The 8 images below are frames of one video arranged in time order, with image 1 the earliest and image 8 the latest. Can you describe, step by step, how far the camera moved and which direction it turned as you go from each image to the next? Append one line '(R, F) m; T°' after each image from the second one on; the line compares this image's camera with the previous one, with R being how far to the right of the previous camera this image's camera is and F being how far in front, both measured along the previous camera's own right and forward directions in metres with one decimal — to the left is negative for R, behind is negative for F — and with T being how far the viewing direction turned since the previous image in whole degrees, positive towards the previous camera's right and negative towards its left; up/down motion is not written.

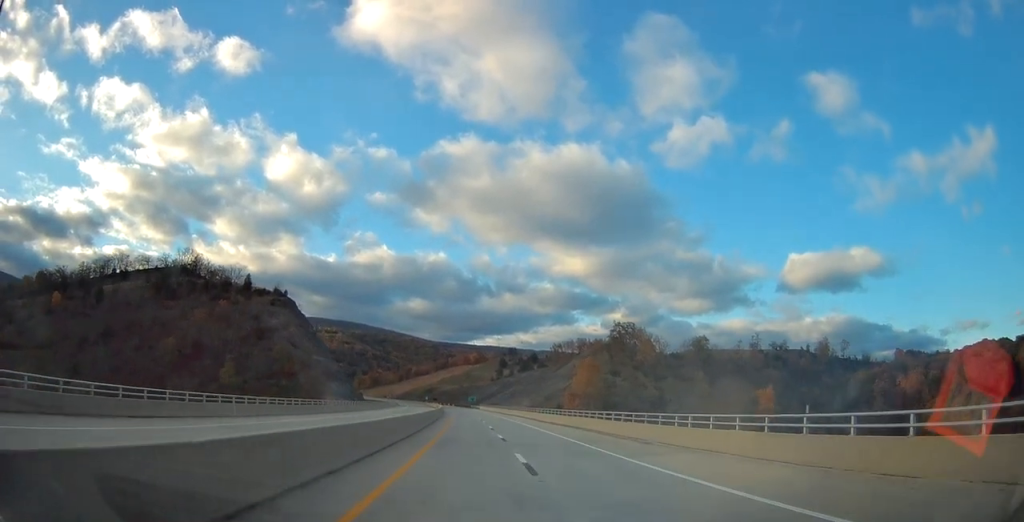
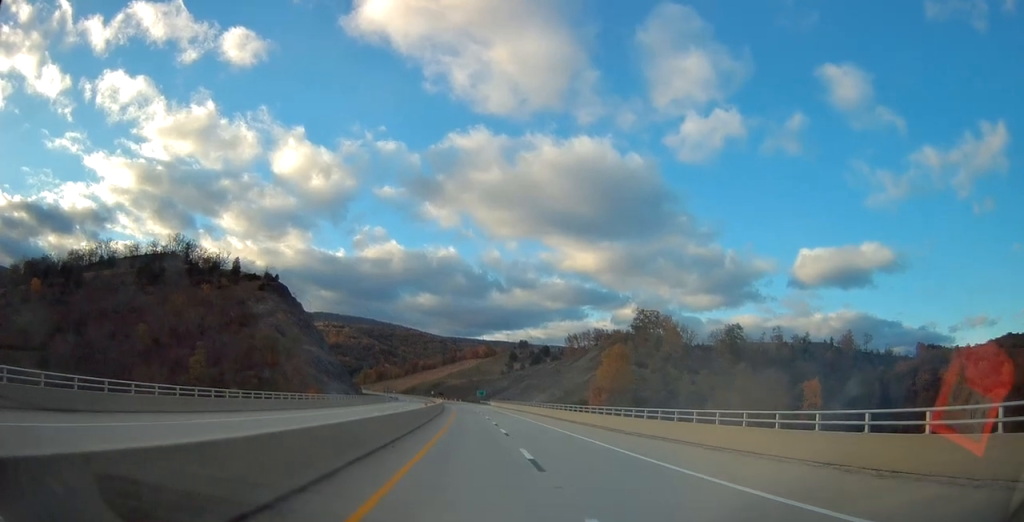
(0.0, +26.1) m; -1°
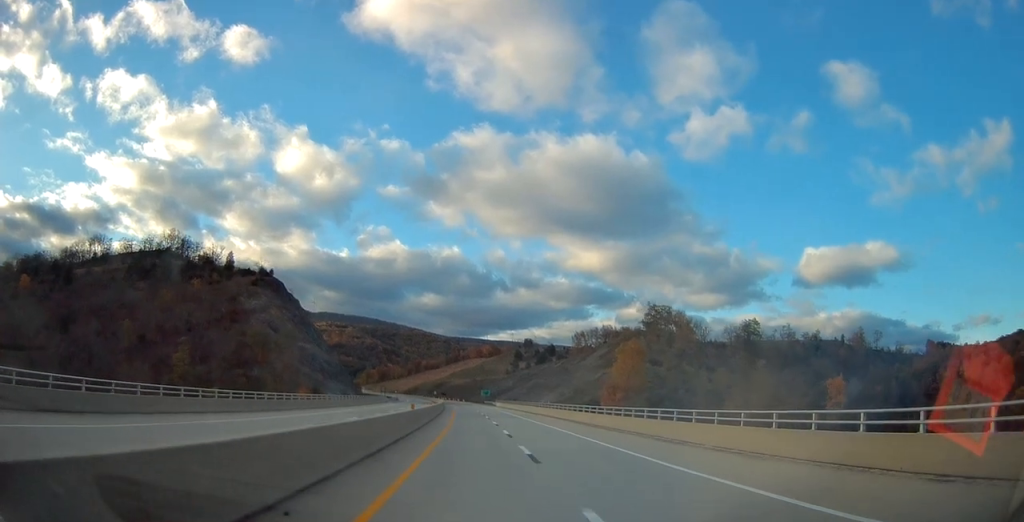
(0.0, +11.8) m; -1°
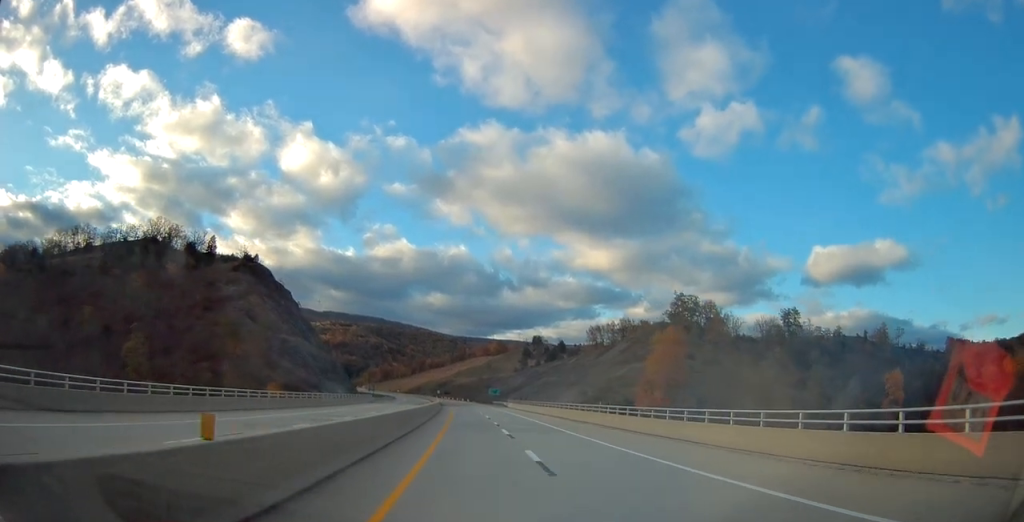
(-0.5, +25.9) m; -1°
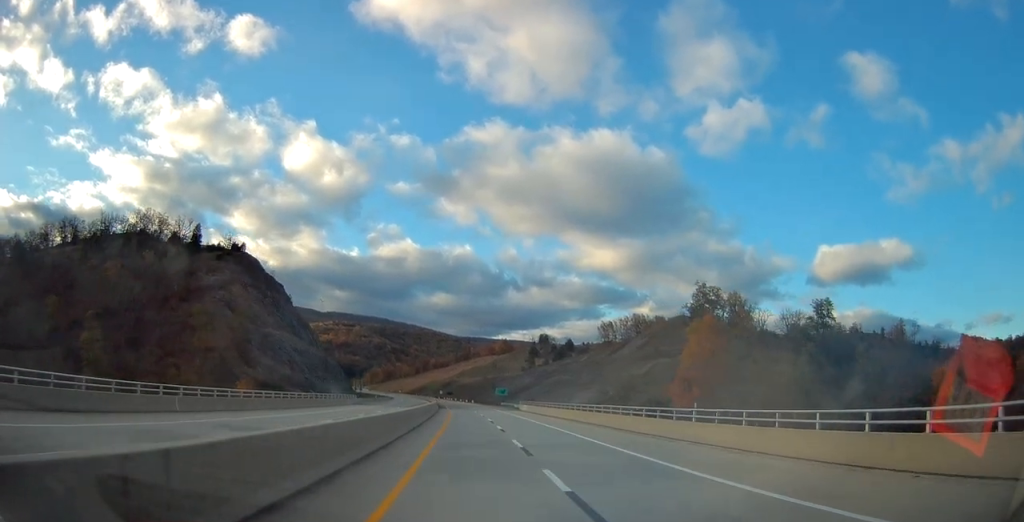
(0.0, +18.2) m; 0°
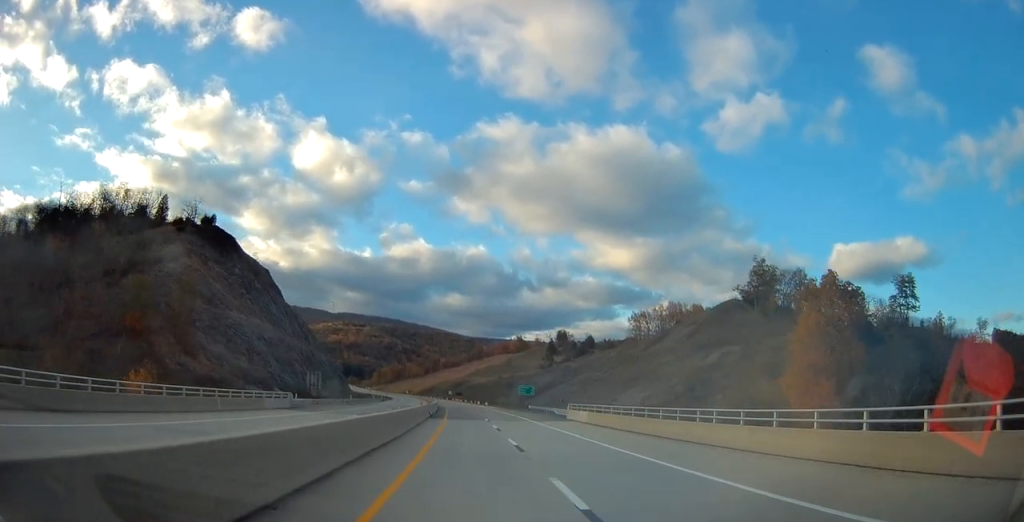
(-0.3, +36.4) m; -1°
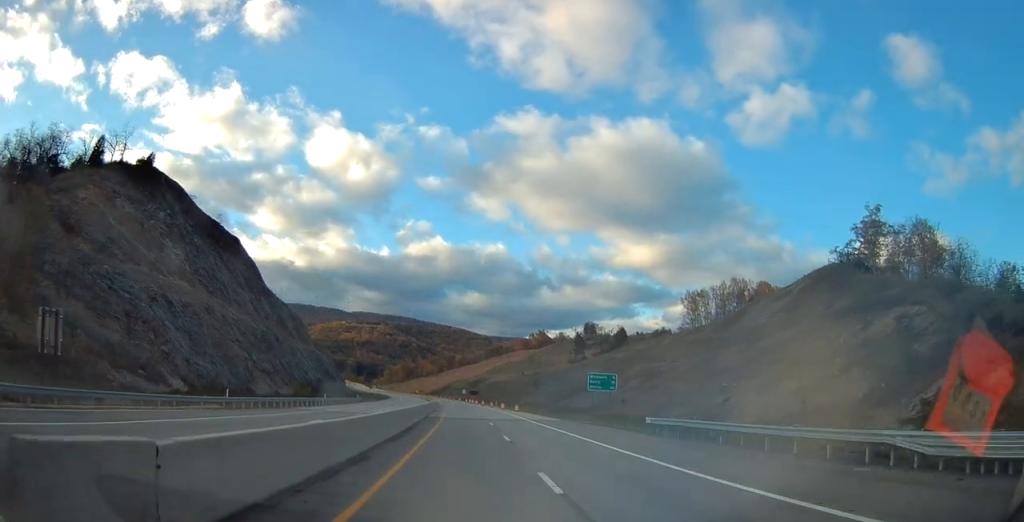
(-0.9, +49.8) m; -2°
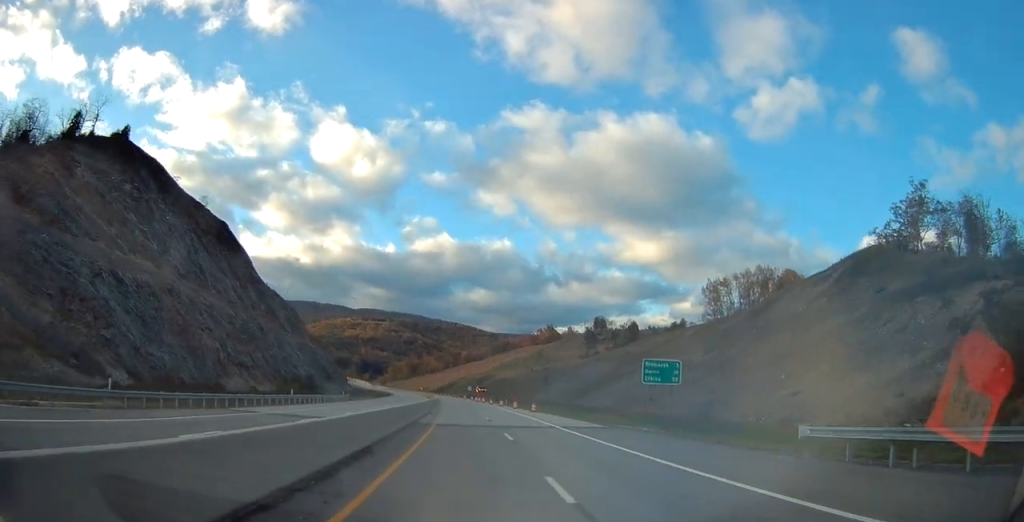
(-0.2, +15.1) m; 0°
